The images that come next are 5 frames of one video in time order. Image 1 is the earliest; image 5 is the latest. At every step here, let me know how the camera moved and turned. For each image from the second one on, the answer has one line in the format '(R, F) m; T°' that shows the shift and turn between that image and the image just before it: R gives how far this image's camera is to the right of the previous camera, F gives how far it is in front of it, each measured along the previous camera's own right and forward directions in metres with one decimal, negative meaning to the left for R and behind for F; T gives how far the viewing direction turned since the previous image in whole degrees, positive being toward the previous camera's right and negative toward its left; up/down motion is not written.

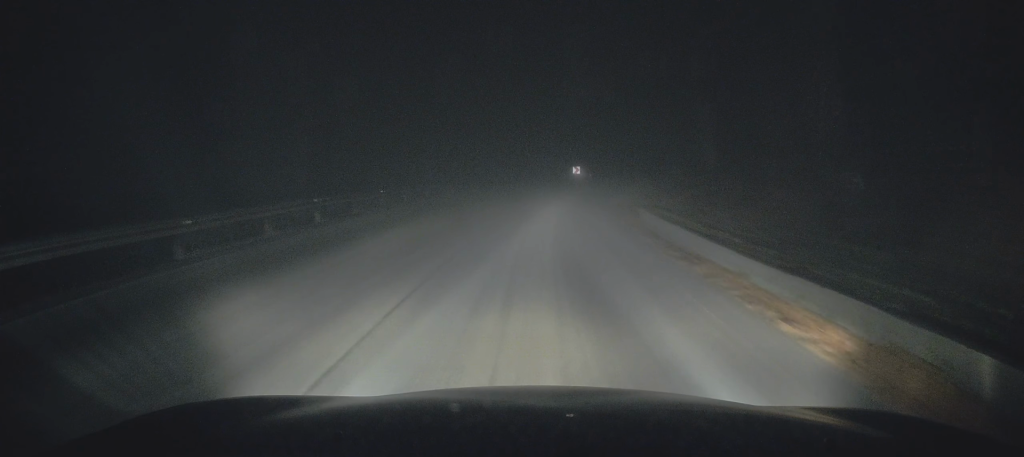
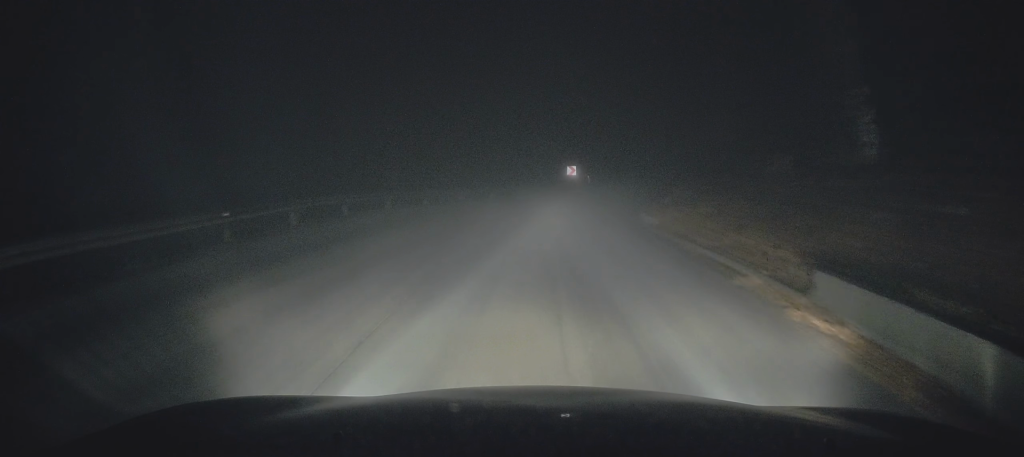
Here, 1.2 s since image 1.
(+0.4, +10.0) m; -1°
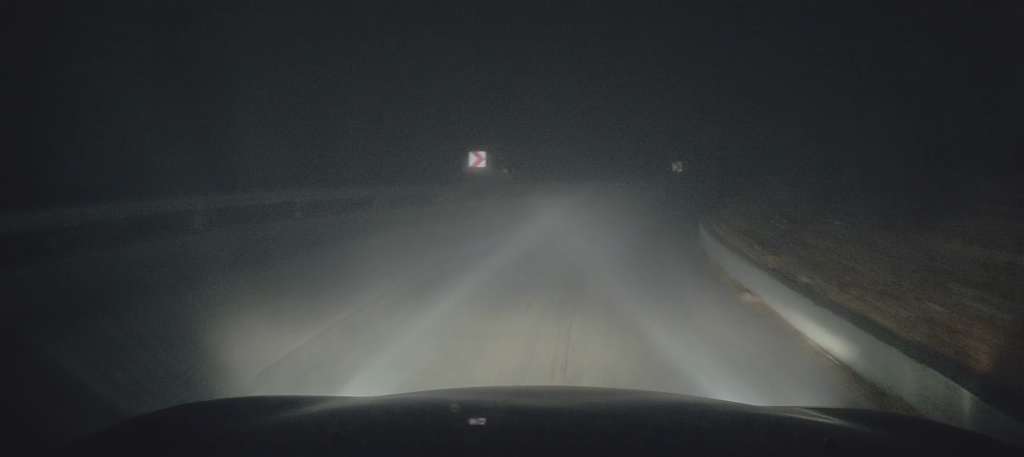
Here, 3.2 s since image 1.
(-0.2, +16.7) m; +5°
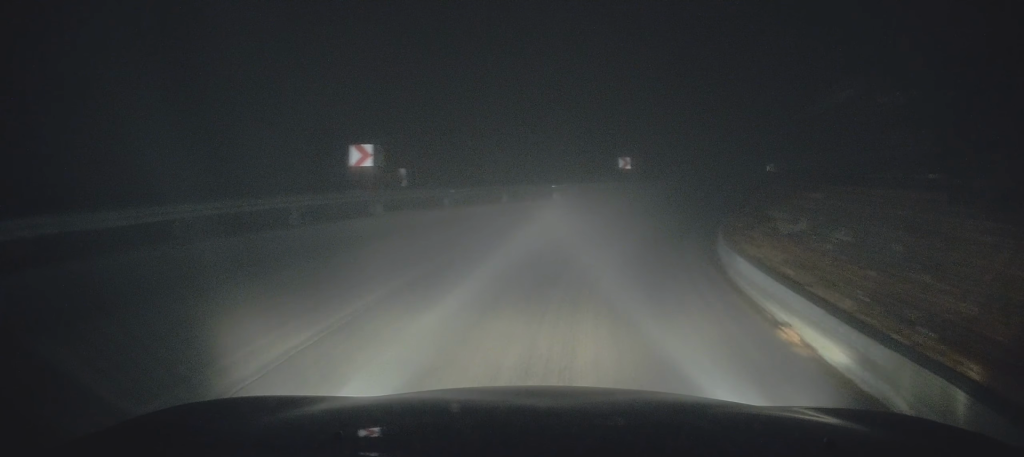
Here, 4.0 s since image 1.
(+0.2, +7.4) m; +7°
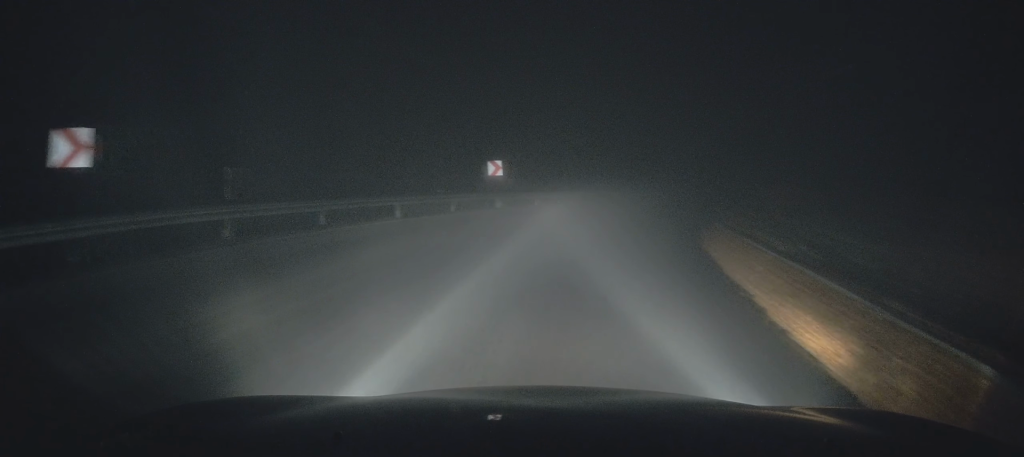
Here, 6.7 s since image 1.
(+5.5, +25.4) m; +20°
